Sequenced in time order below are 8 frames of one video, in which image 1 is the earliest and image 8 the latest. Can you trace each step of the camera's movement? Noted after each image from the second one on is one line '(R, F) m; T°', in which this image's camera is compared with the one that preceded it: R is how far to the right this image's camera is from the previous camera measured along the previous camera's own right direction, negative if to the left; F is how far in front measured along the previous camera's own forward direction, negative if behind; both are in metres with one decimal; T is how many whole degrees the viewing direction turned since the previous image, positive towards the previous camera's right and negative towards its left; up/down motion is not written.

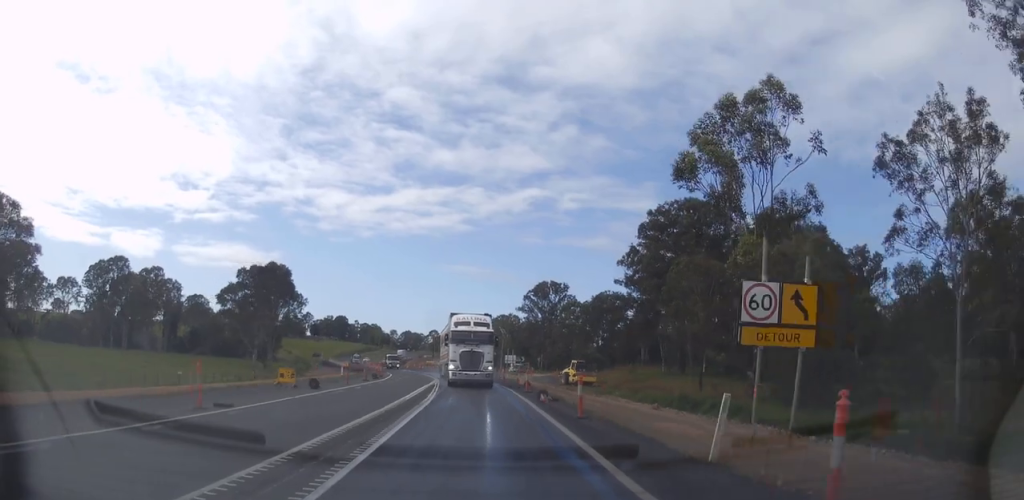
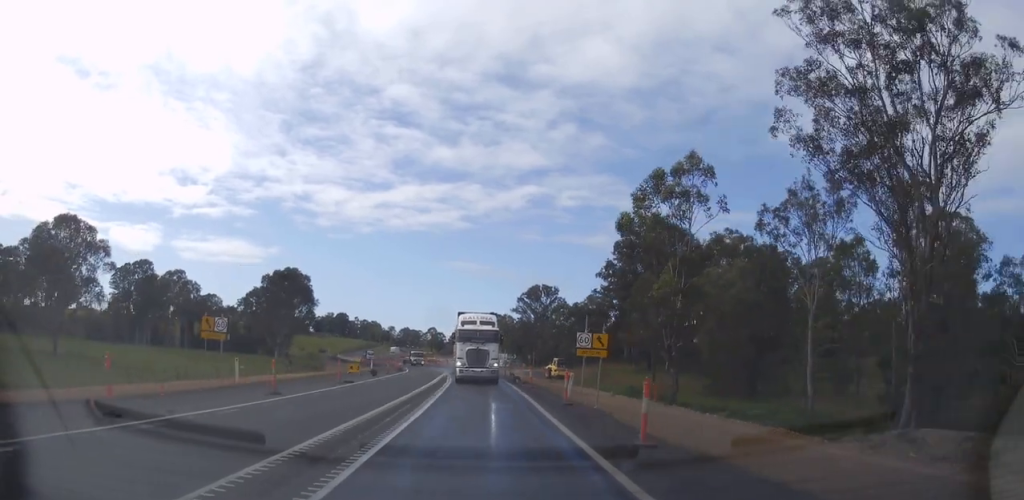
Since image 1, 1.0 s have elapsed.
(+0.3, +16.0) m; 0°
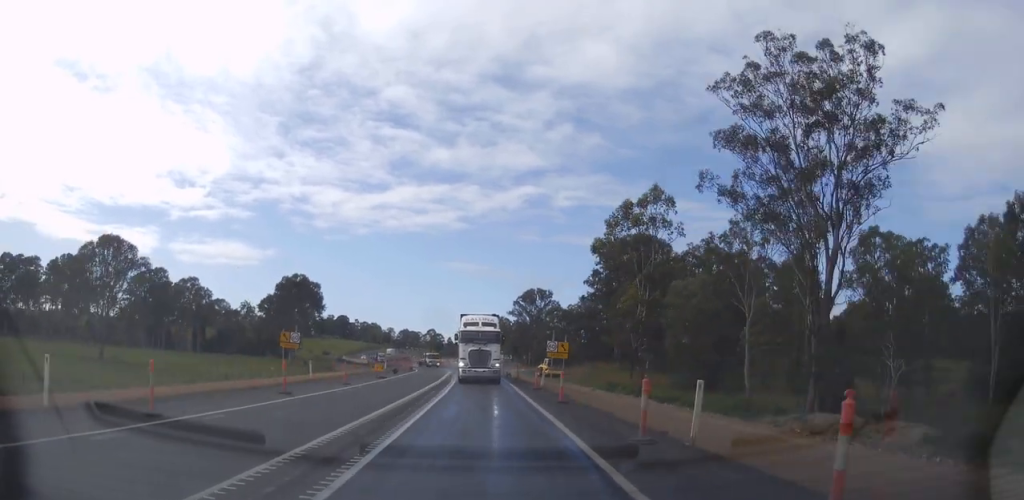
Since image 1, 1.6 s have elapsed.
(-0.5, +10.7) m; 0°
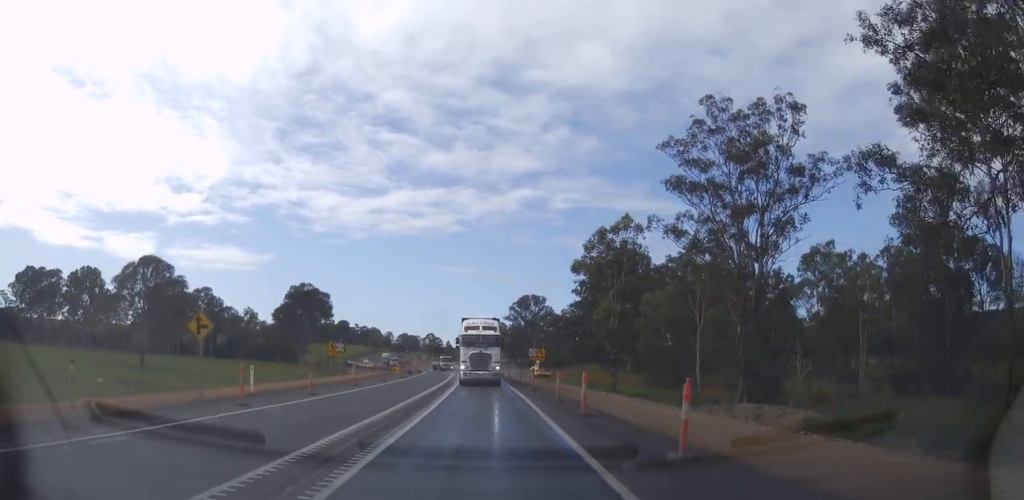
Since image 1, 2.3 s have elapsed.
(+0.4, +12.0) m; 0°
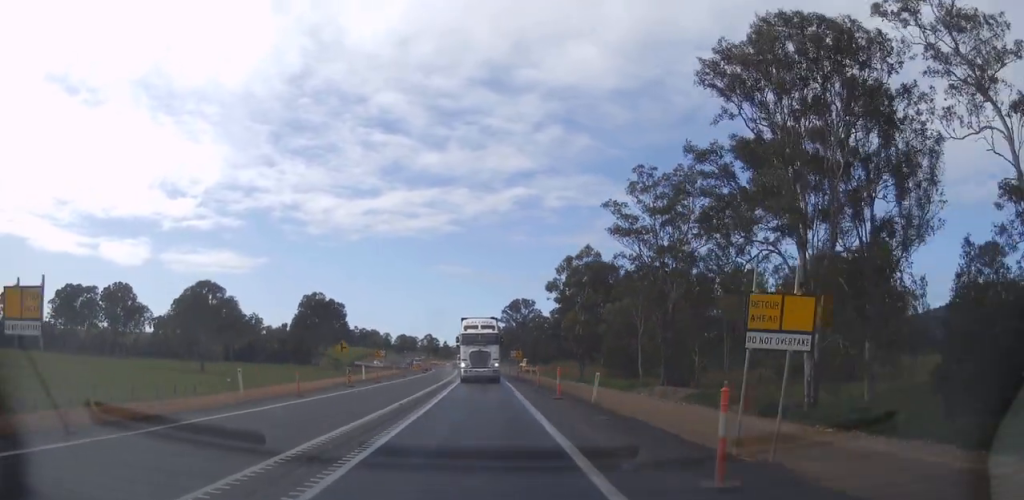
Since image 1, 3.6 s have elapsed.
(-0.4, +23.2) m; 0°
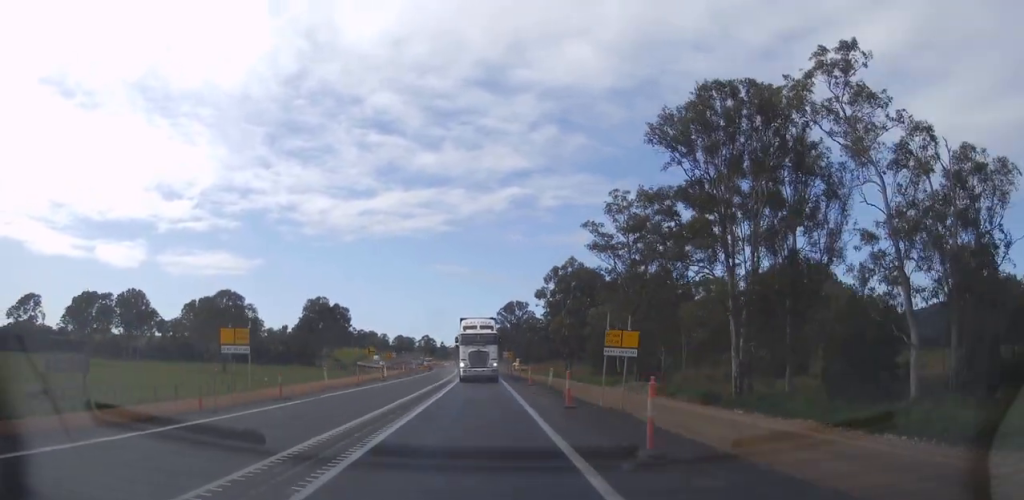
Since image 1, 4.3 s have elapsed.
(+0.4, +11.7) m; 0°
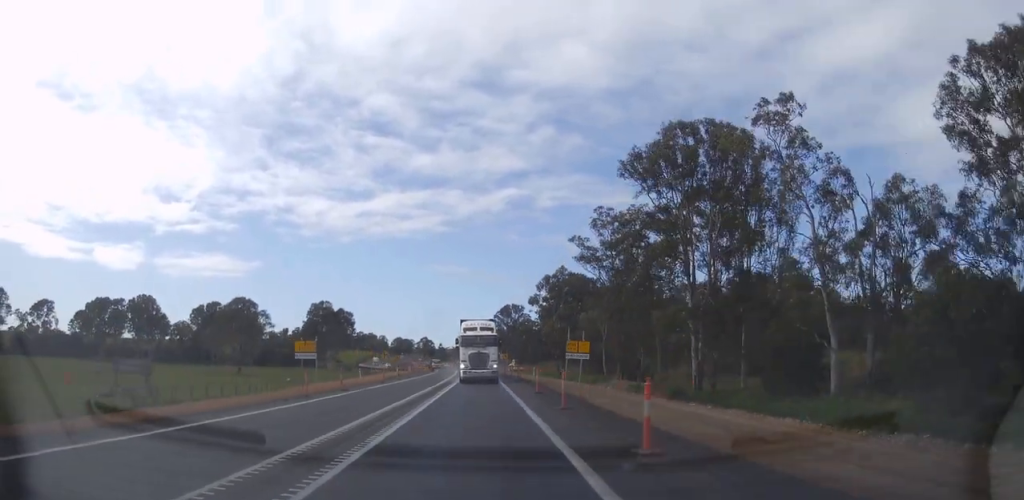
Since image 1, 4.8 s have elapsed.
(+0.2, +9.4) m; 0°
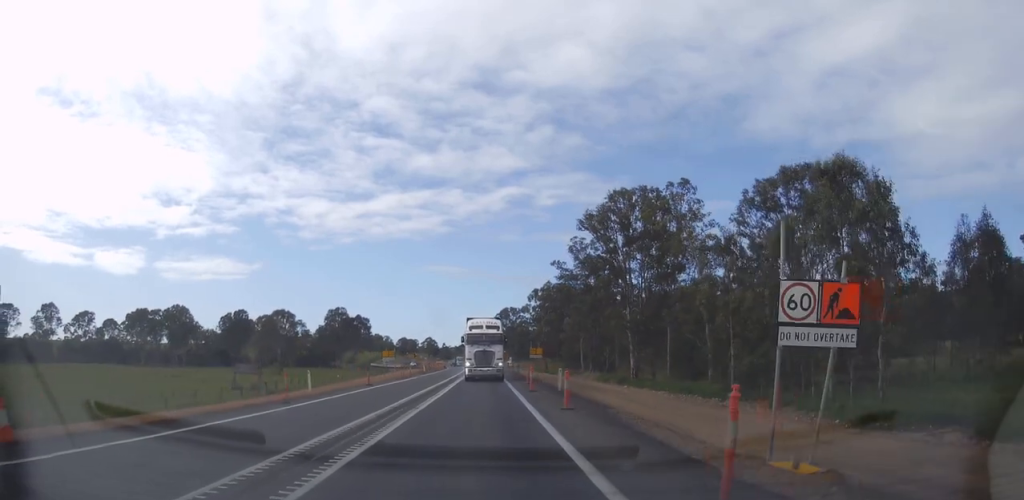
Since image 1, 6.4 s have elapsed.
(-0.1, +27.2) m; +2°
